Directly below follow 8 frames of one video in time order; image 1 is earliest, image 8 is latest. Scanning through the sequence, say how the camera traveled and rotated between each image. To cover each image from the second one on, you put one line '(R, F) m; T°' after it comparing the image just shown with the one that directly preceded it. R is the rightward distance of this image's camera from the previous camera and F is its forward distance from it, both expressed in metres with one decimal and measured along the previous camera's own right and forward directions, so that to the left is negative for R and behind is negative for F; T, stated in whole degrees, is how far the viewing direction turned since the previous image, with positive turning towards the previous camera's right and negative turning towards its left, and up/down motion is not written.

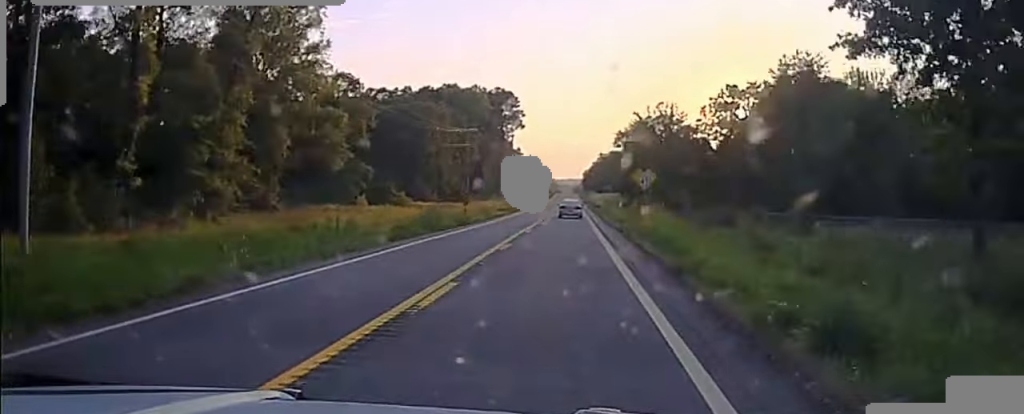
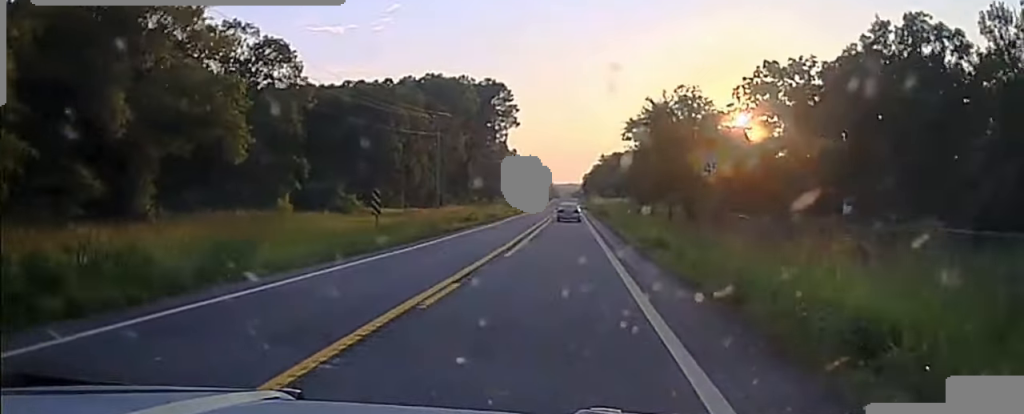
(+0.2, +20.8) m; 0°
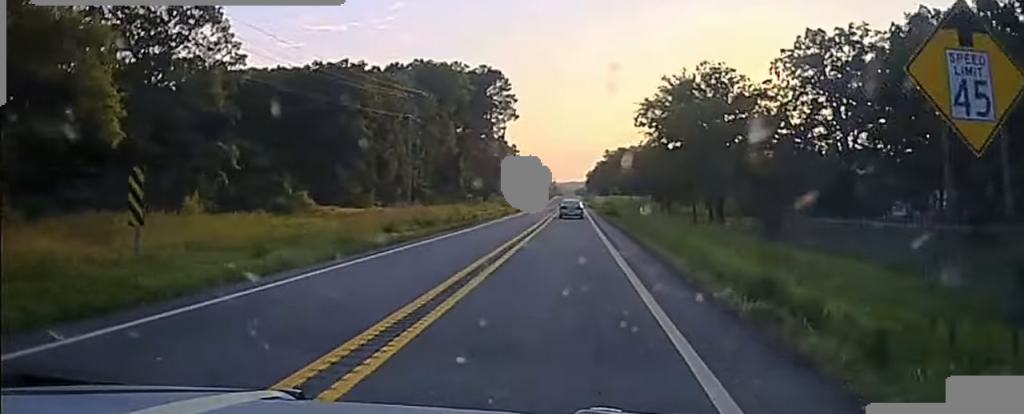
(-0.1, +15.9) m; -1°
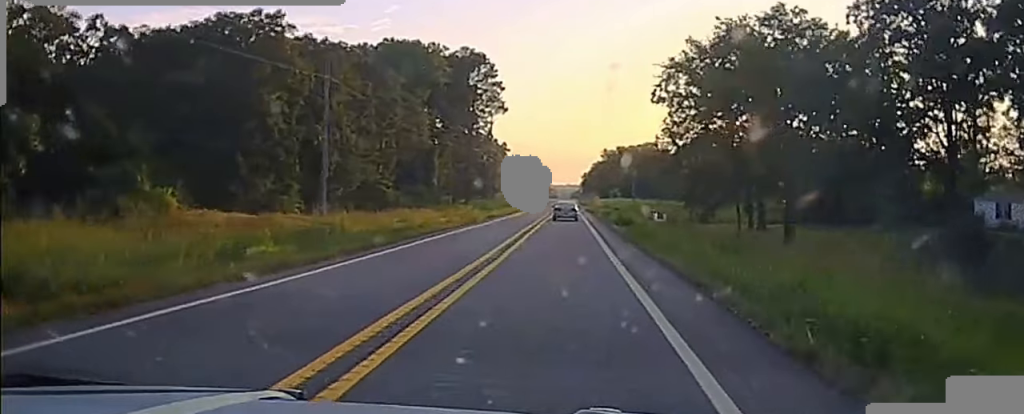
(-0.2, +21.5) m; 0°
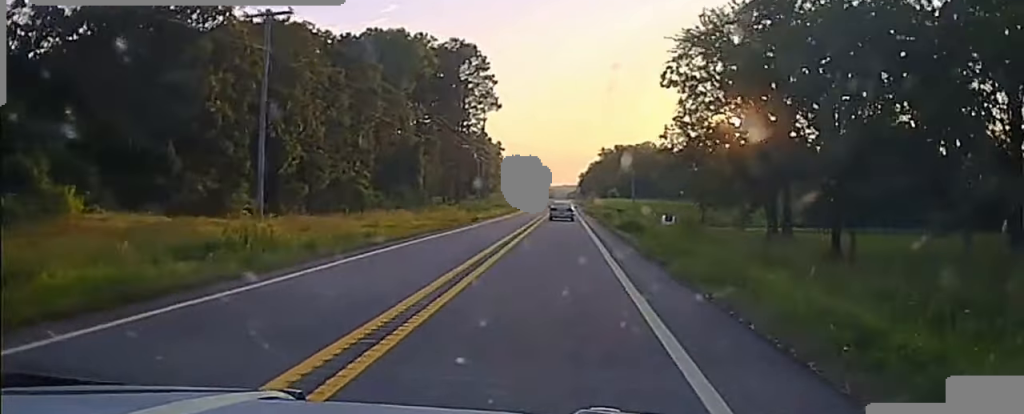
(0.0, +9.8) m; 0°
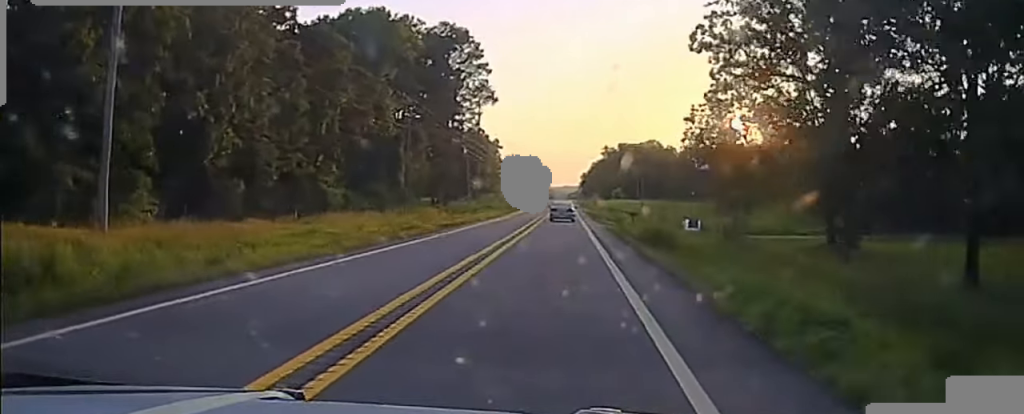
(+0.2, +14.8) m; 0°
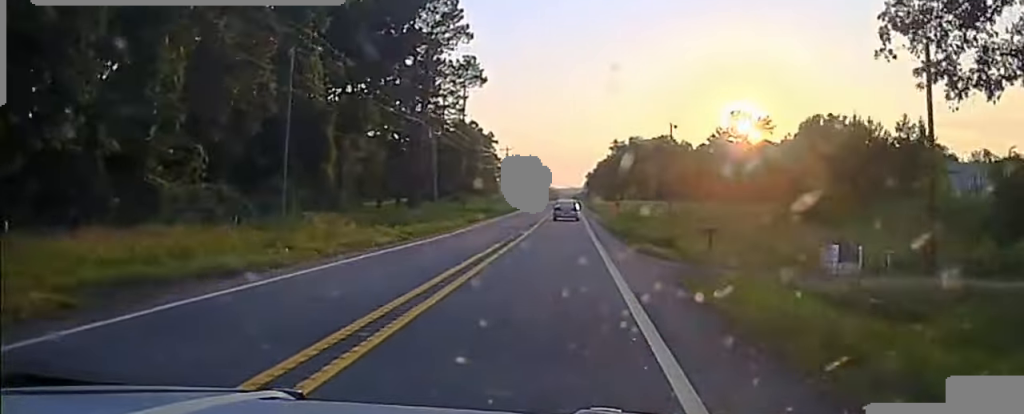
(-0.3, +33.3) m; -1°
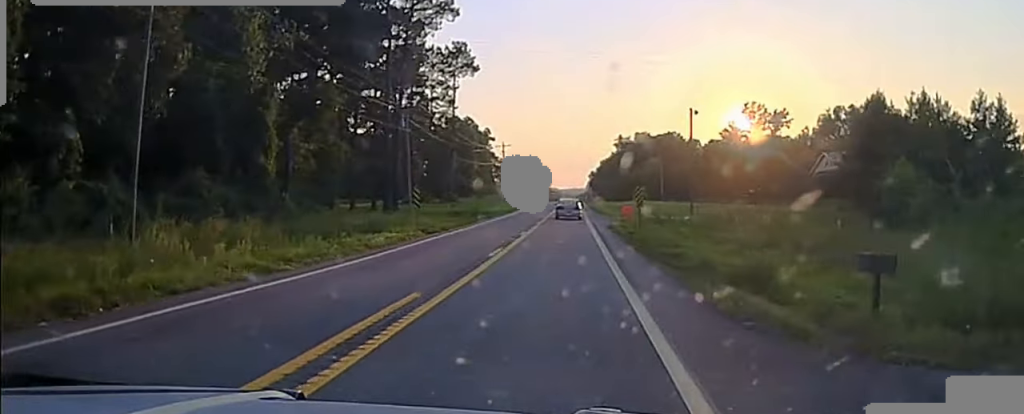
(0.0, +16.0) m; 0°
